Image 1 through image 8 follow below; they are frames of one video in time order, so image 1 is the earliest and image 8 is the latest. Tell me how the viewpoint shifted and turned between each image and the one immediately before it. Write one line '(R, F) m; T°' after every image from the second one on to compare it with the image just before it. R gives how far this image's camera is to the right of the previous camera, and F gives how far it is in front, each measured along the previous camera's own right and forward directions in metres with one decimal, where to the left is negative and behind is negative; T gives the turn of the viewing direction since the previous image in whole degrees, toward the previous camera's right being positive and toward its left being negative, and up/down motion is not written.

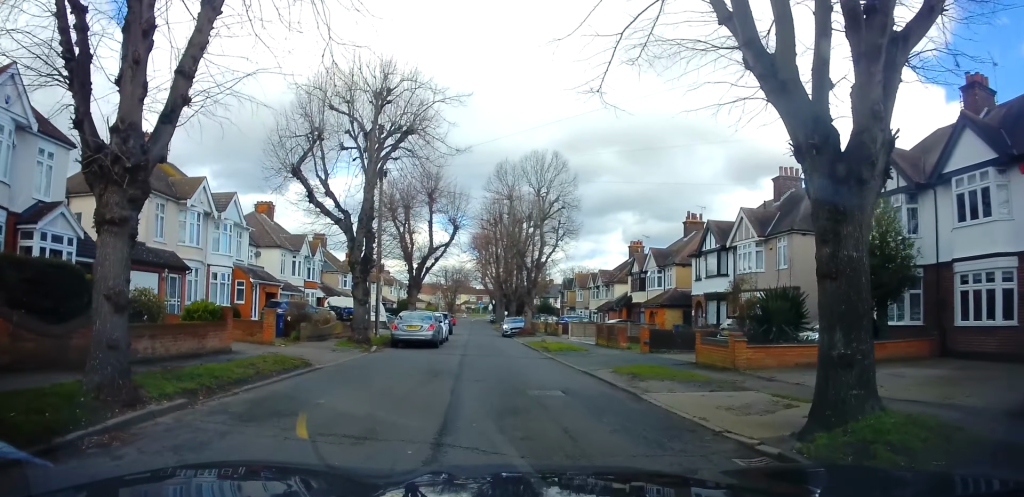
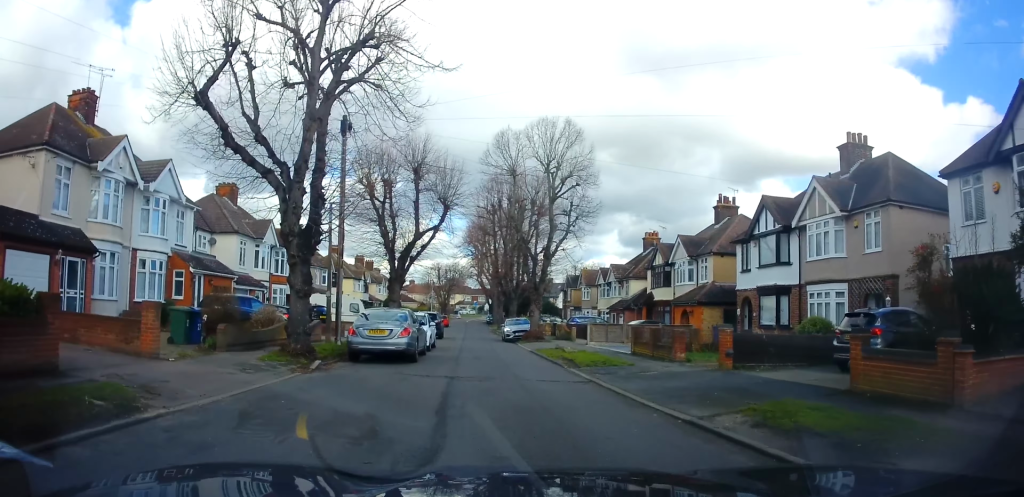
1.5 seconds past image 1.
(-0.3, +6.7) m; -4°
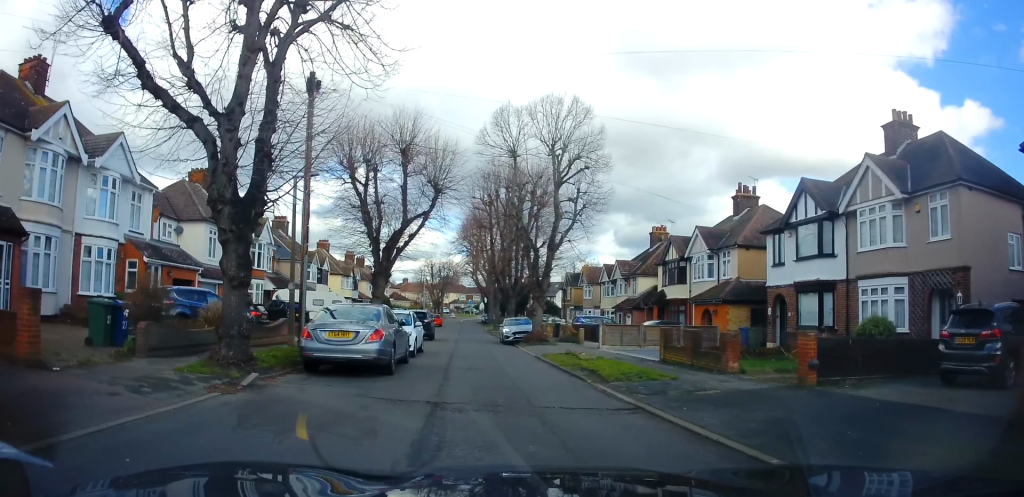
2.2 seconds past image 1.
(0.0, +3.7) m; 0°
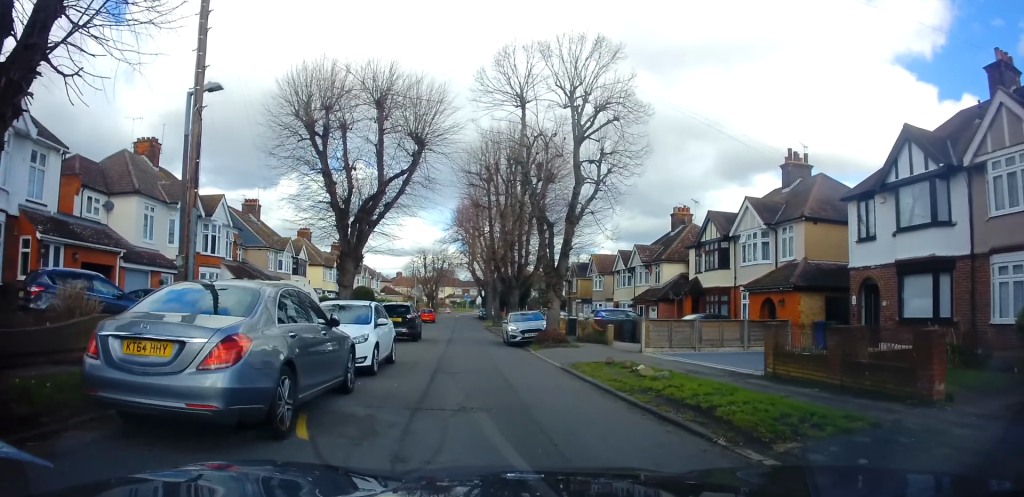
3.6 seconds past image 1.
(0.0, +6.5) m; +2°
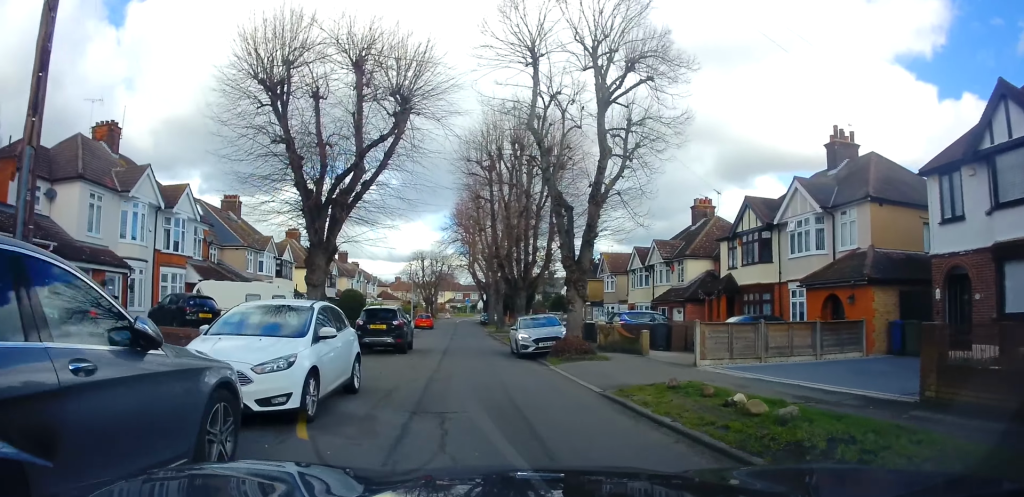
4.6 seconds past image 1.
(+0.1, +4.5) m; +1°
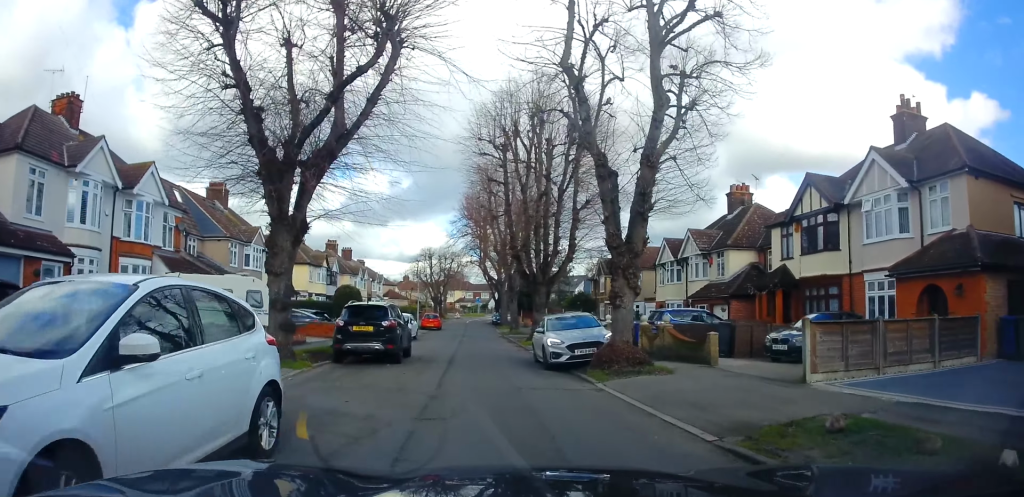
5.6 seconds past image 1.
(-0.1, +4.5) m; -2°
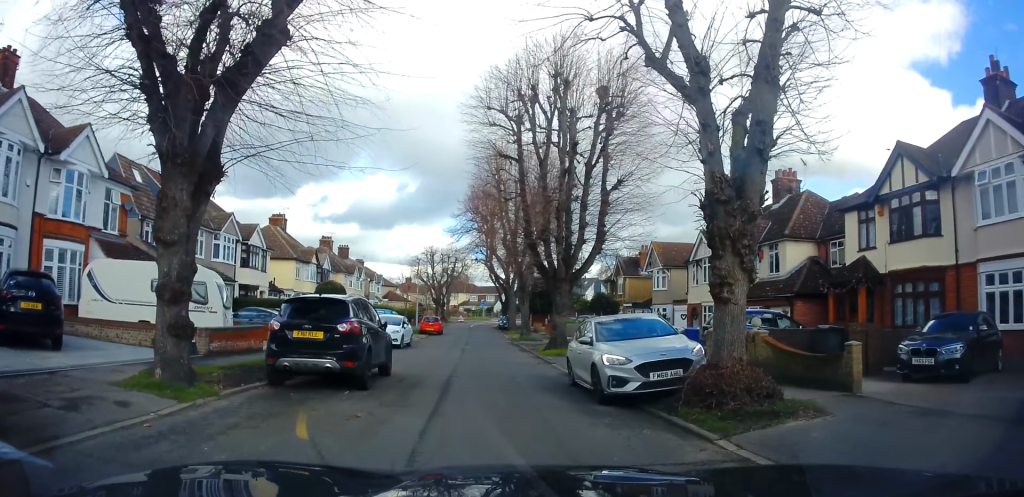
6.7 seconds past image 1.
(0.0, +5.2) m; +2°
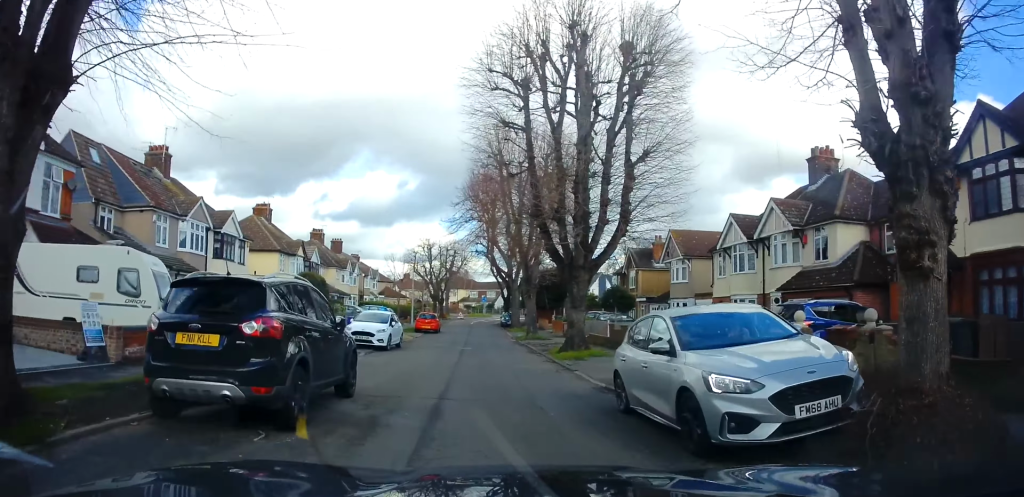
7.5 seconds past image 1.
(+0.1, +3.7) m; 0°
